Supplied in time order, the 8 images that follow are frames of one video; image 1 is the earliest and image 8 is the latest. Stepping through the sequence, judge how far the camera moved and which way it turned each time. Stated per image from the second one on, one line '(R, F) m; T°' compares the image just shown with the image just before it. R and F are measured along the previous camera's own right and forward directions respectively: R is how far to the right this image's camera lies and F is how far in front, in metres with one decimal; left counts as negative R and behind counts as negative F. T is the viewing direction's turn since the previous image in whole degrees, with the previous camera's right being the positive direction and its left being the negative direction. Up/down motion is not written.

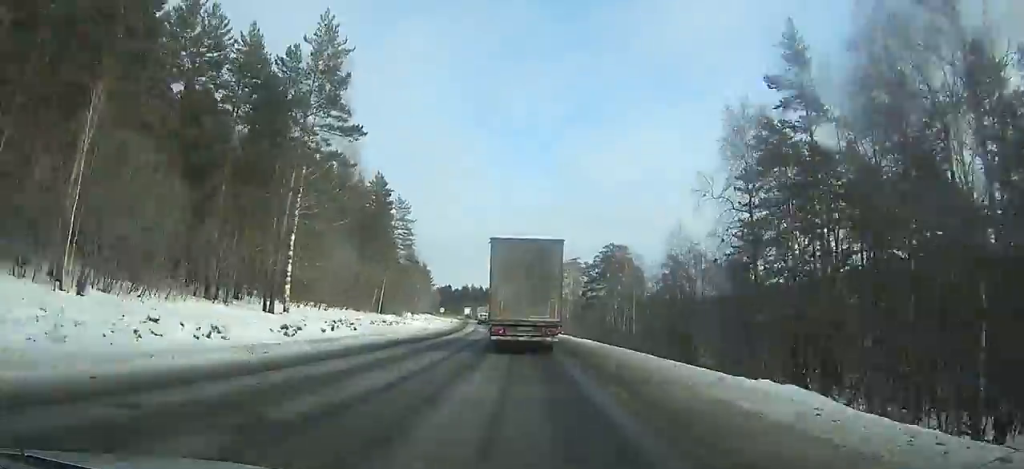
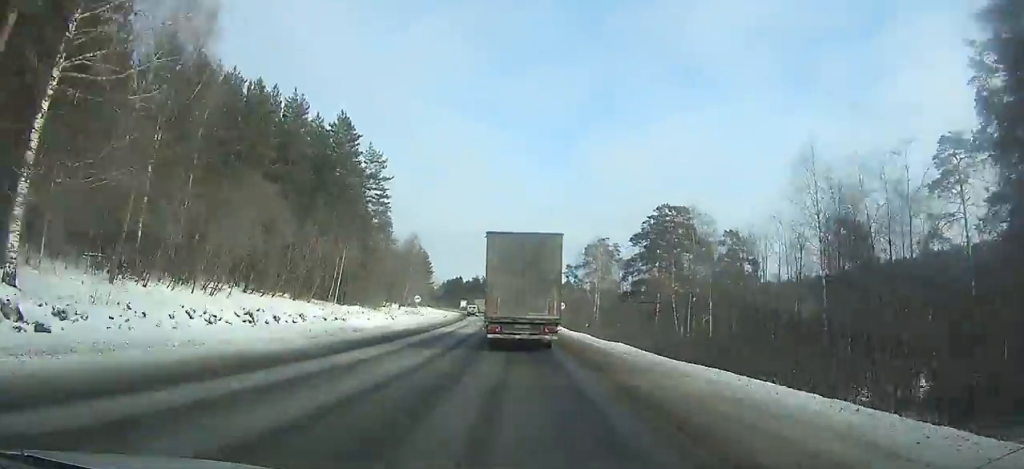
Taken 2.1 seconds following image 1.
(-0.3, +29.6) m; -1°
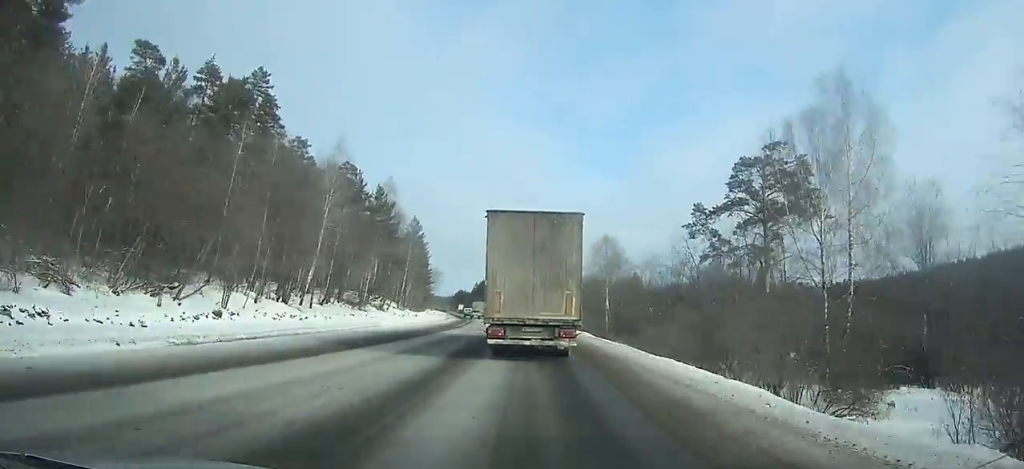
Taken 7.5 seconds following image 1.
(-2.5, +78.1) m; -4°
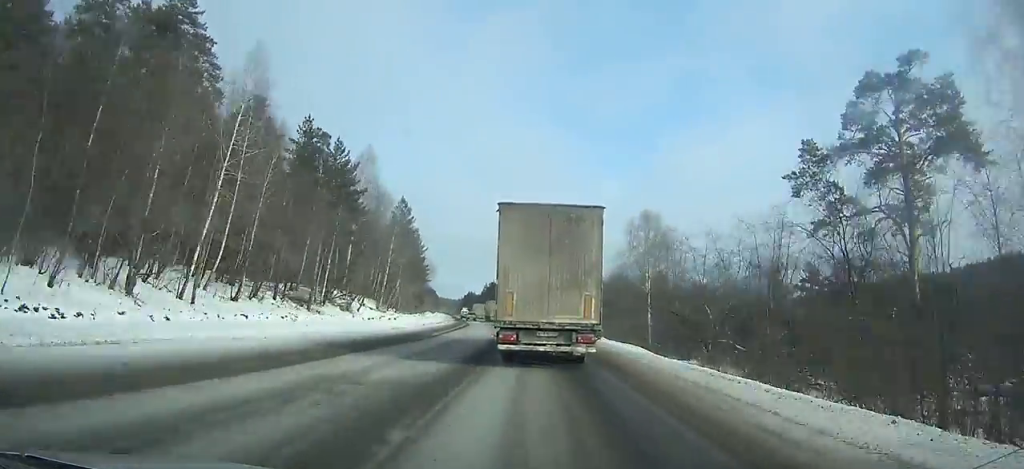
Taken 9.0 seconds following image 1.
(-0.3, +22.7) m; -2°
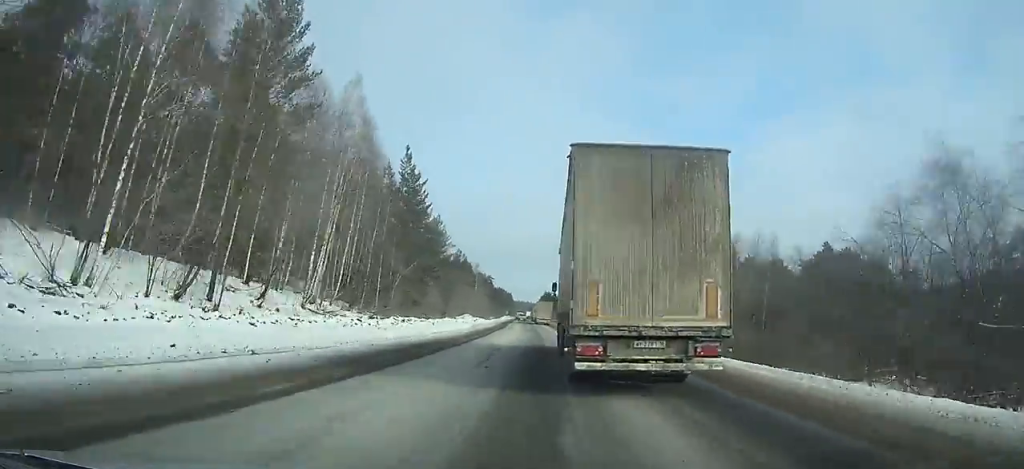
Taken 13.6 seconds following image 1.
(-3.6, +72.6) m; -7°
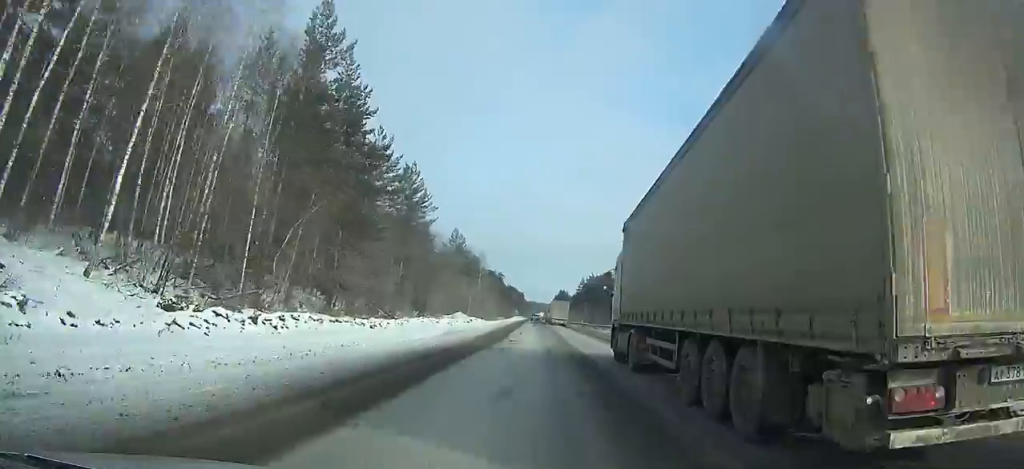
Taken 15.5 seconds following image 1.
(-1.0, +33.1) m; -1°
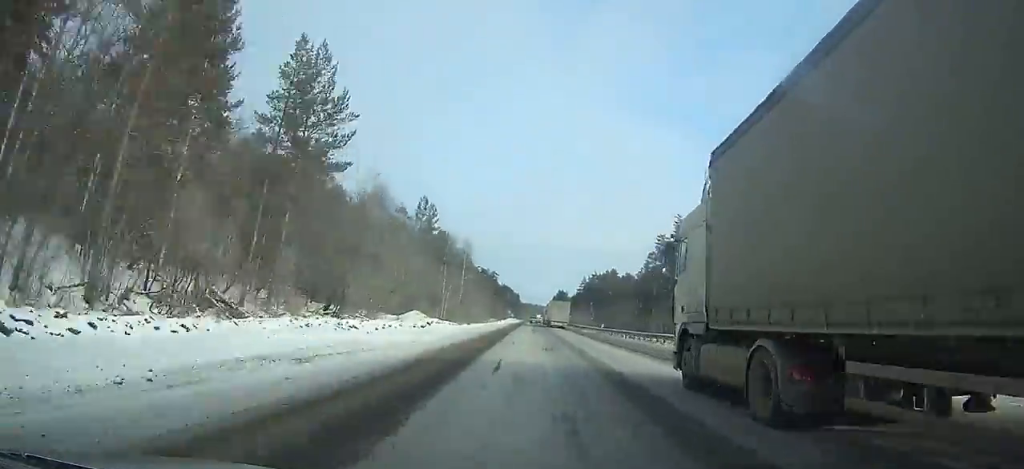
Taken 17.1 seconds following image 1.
(-0.3, +28.3) m; -1°
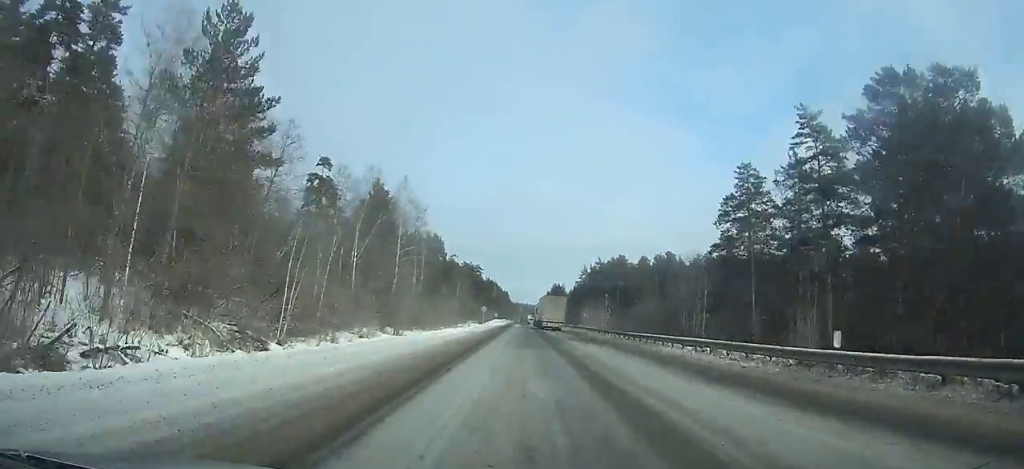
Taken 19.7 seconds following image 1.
(0.0, +47.6) m; +1°
